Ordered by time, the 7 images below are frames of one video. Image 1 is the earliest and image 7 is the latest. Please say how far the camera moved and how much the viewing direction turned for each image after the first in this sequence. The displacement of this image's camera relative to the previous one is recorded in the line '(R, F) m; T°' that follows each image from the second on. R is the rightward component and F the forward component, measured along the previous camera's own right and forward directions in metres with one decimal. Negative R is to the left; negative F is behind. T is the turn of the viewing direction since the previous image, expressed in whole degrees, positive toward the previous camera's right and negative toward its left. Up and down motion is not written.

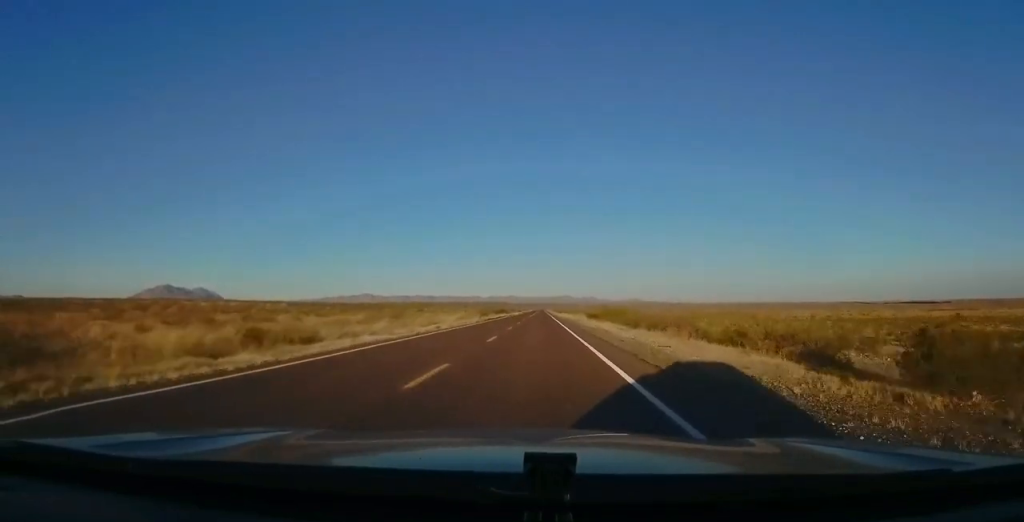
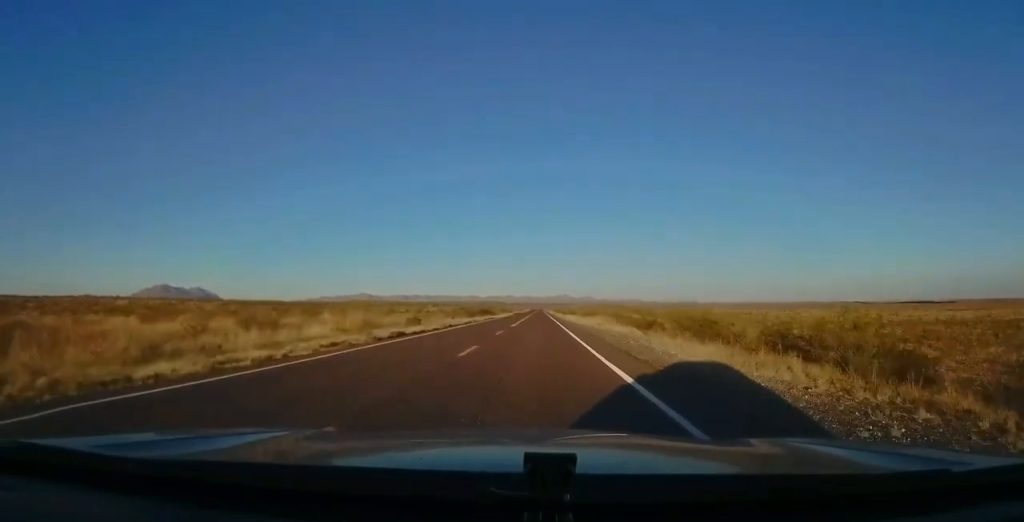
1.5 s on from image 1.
(0.0, +42.6) m; 0°
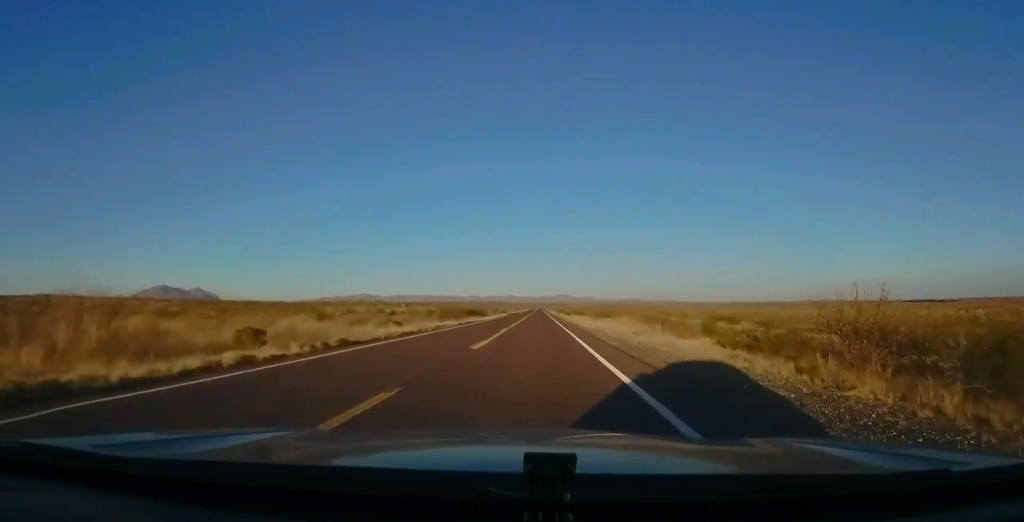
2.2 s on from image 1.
(0.0, +21.3) m; +1°
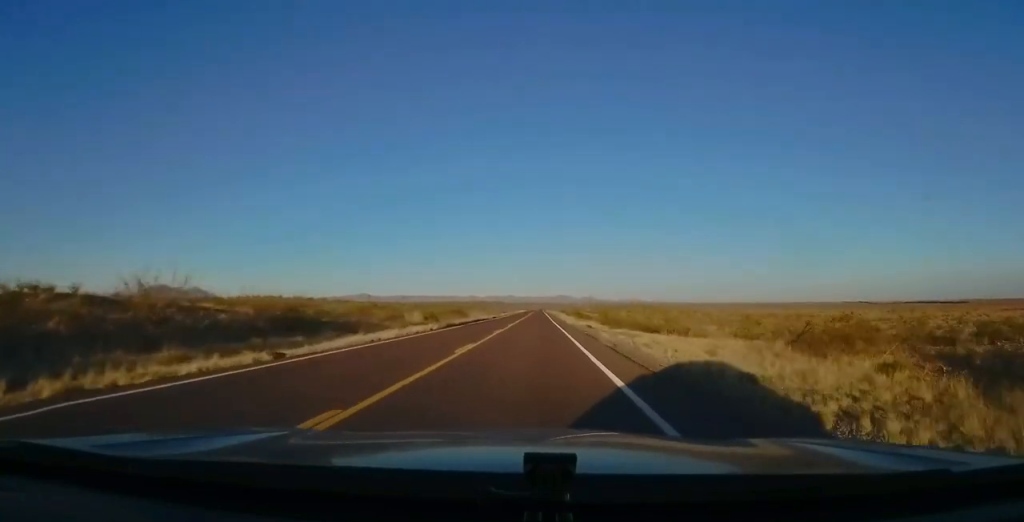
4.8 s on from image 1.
(+0.1, +74.3) m; 0°
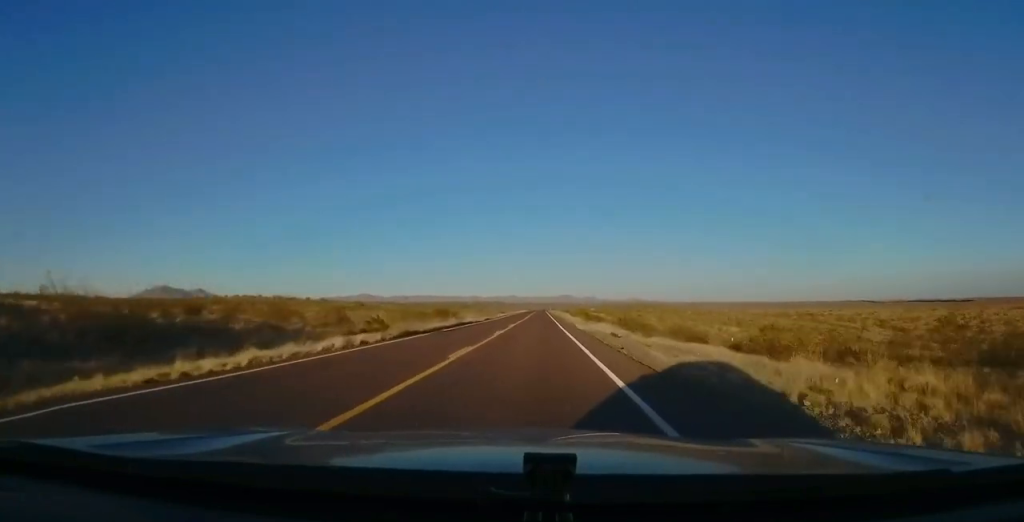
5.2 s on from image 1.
(-0.1, +13.5) m; 0°
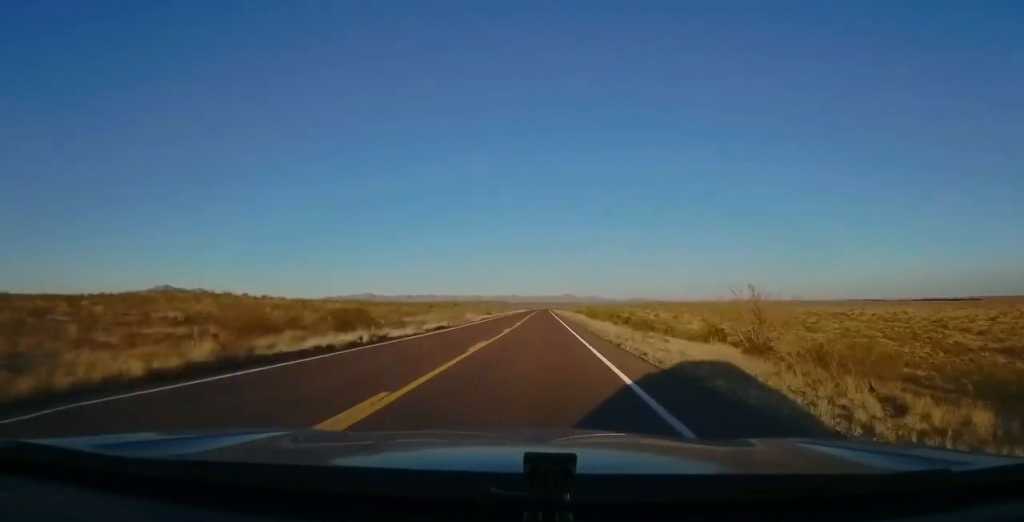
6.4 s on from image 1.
(+0.5, +34.6) m; +1°
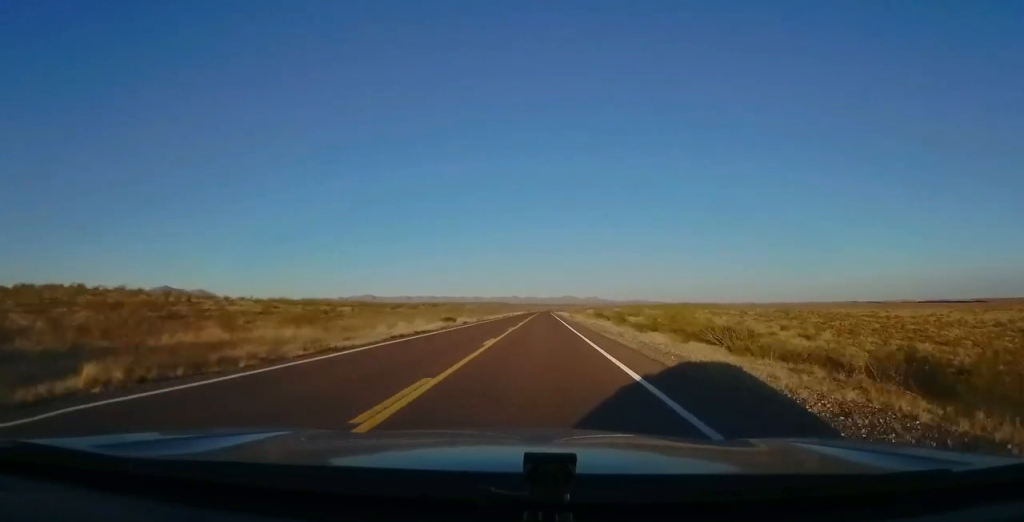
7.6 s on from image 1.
(-0.3, +34.5) m; -1°
